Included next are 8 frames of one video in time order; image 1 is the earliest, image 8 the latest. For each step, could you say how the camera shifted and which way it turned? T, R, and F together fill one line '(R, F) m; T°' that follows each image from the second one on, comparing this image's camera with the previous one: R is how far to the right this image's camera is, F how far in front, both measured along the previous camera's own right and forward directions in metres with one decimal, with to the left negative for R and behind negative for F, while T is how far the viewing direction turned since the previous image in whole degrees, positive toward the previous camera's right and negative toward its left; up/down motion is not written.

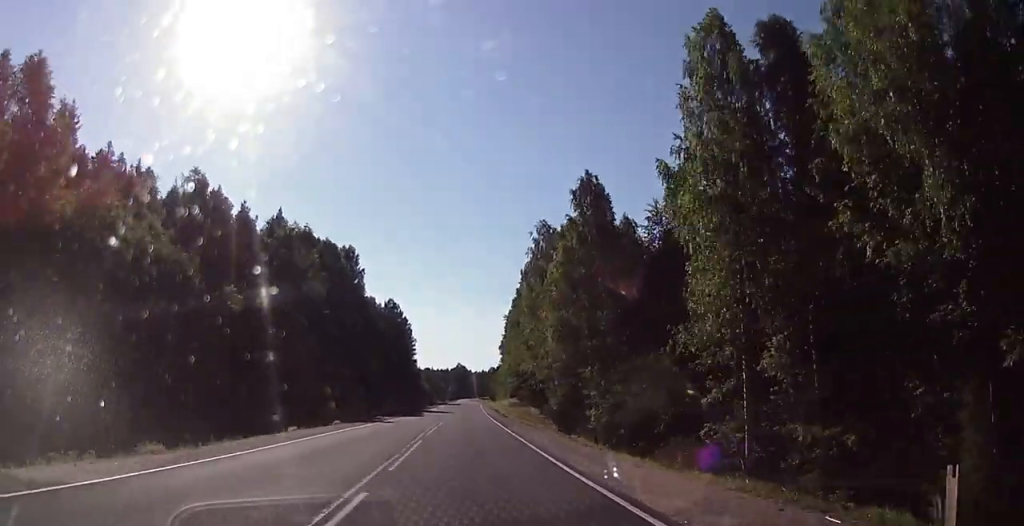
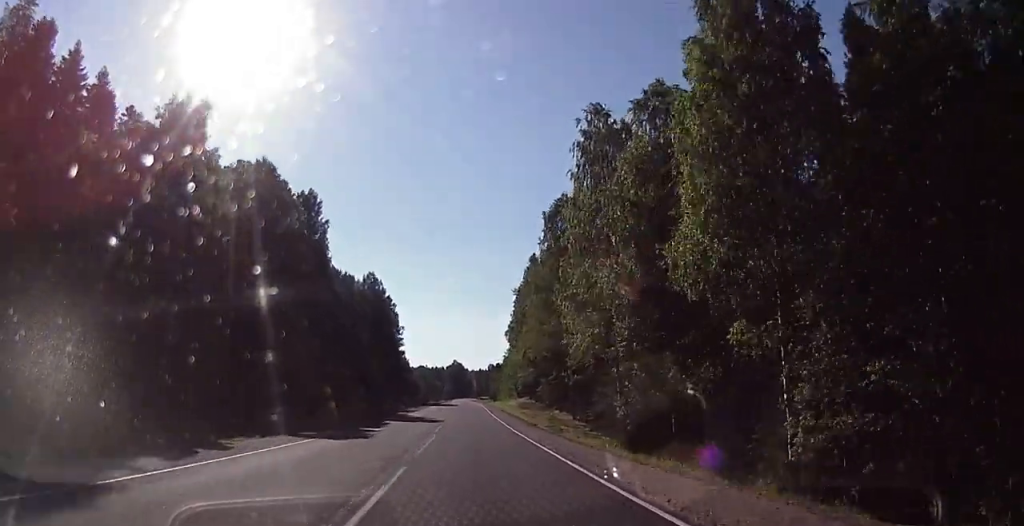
(+0.5, +31.8) m; +2°
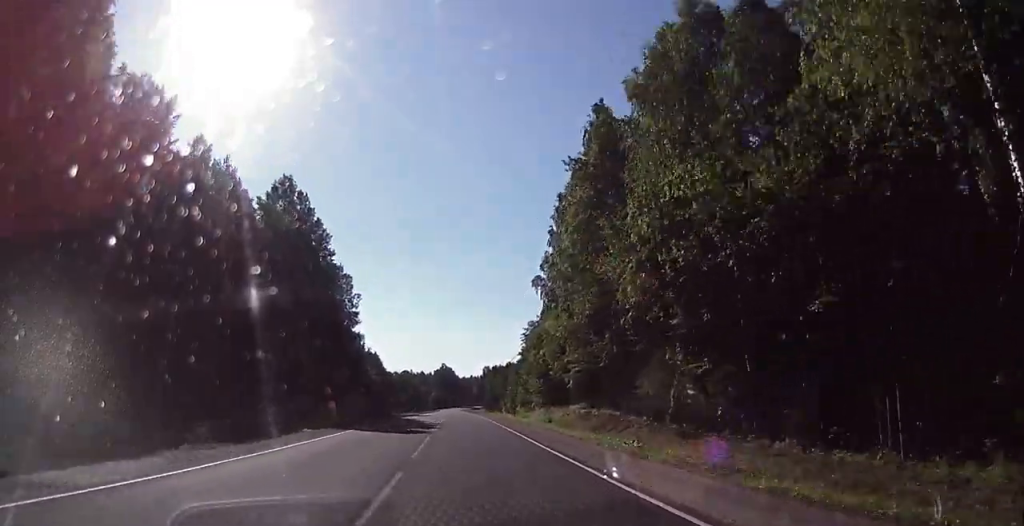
(+0.8, +60.9) m; 0°
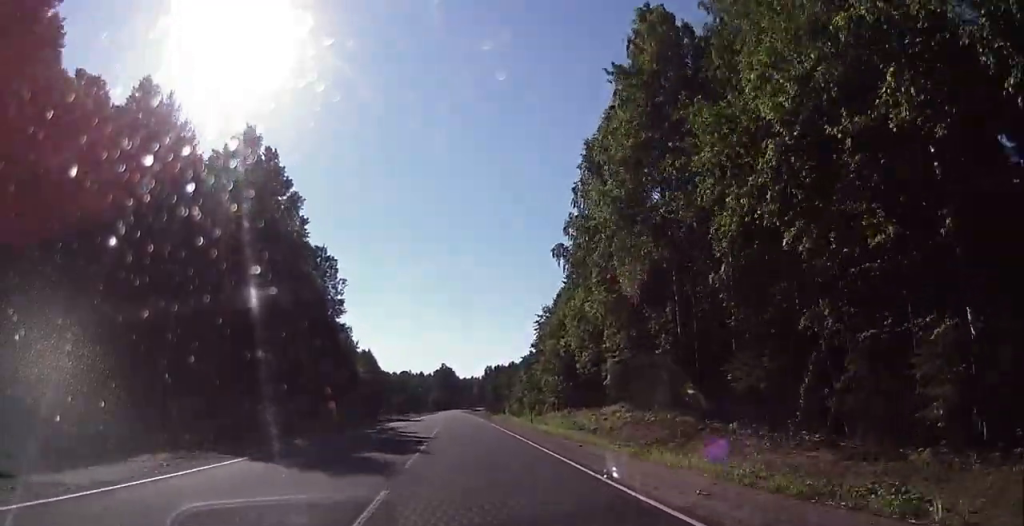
(0.0, +14.3) m; 0°
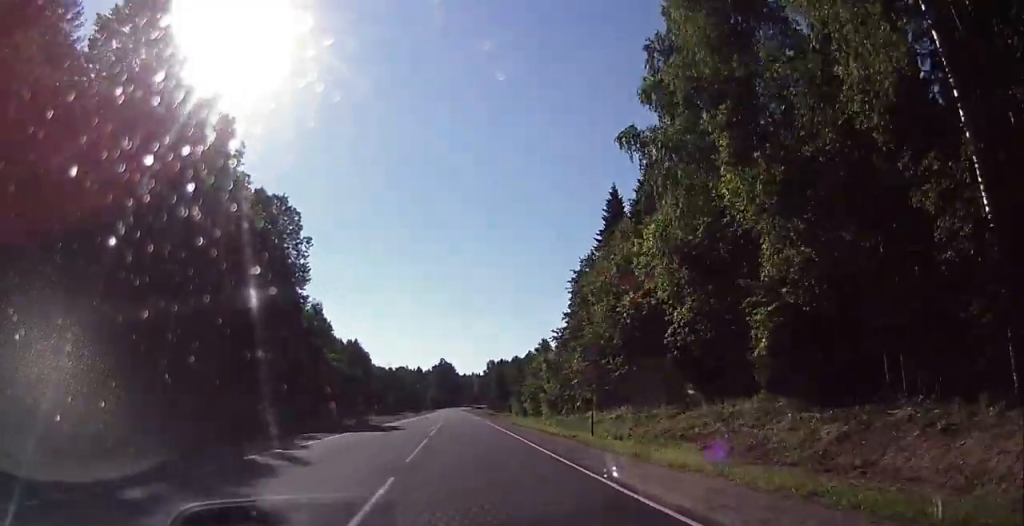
(-0.5, +22.5) m; 0°
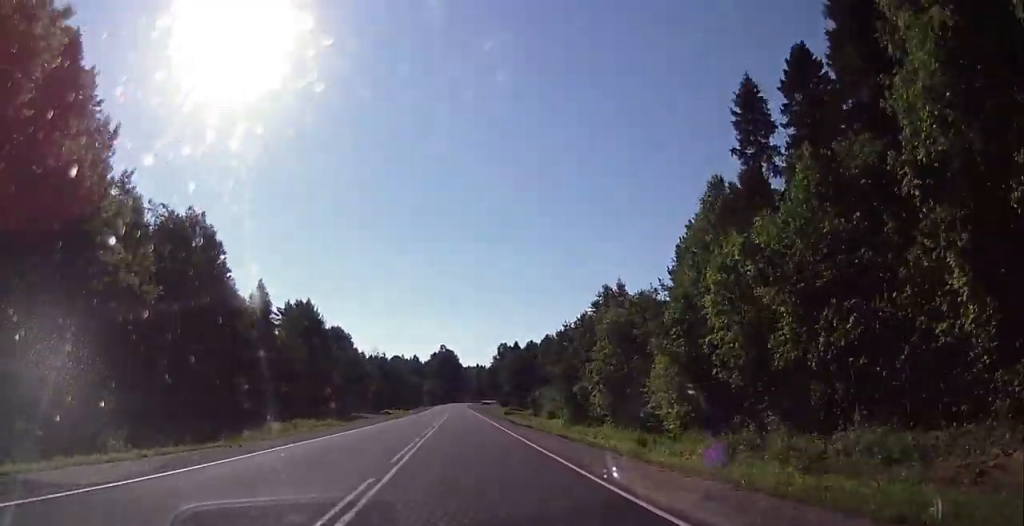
(+1.2, +50.8) m; +1°
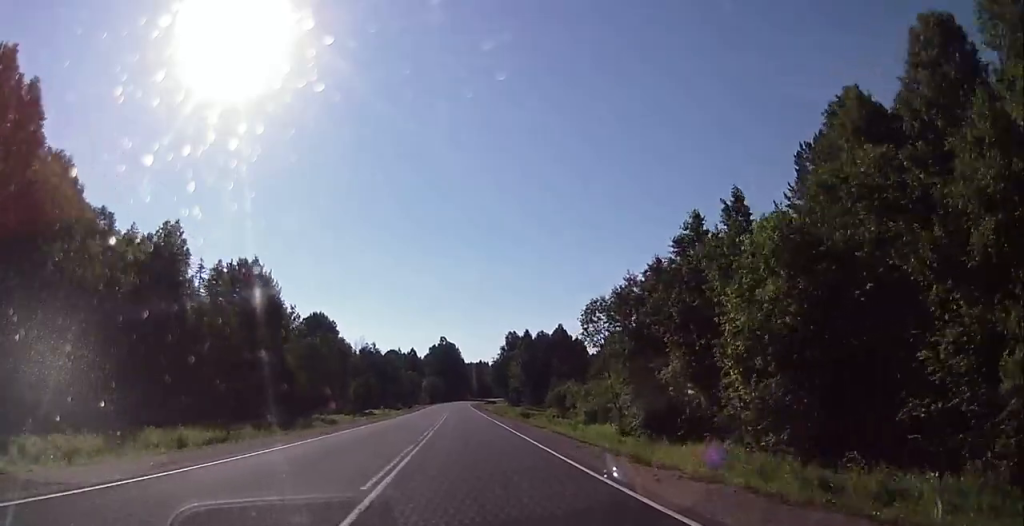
(-0.2, +27.9) m; 0°
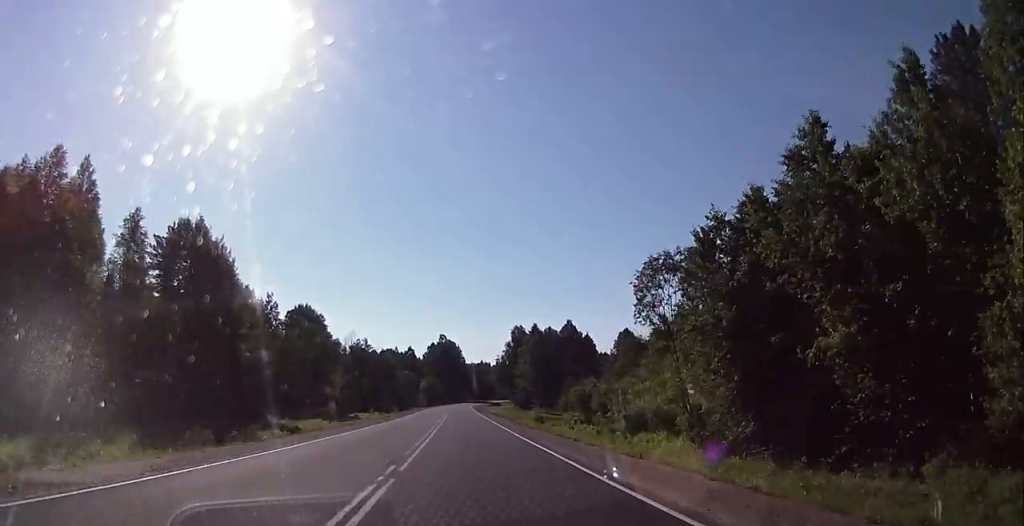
(-0.2, +17.0) m; 0°
